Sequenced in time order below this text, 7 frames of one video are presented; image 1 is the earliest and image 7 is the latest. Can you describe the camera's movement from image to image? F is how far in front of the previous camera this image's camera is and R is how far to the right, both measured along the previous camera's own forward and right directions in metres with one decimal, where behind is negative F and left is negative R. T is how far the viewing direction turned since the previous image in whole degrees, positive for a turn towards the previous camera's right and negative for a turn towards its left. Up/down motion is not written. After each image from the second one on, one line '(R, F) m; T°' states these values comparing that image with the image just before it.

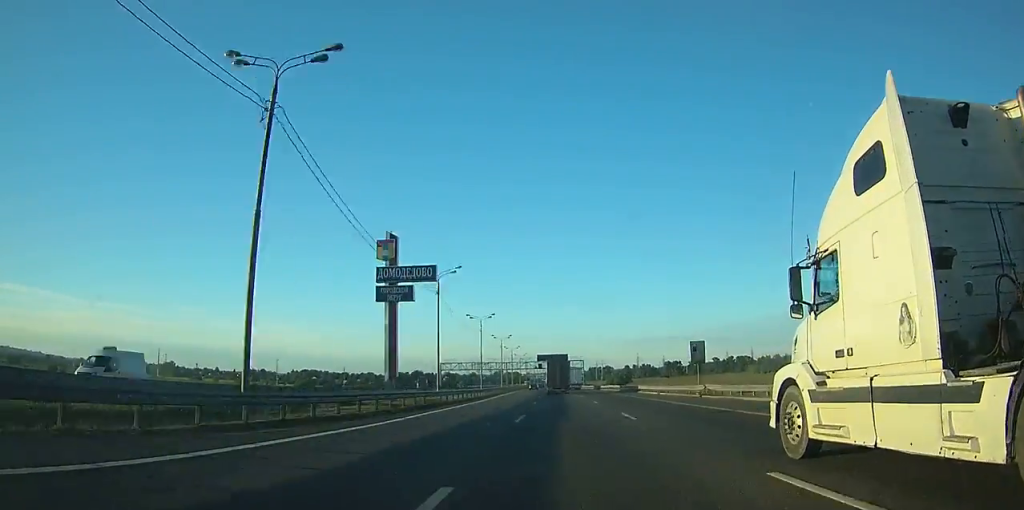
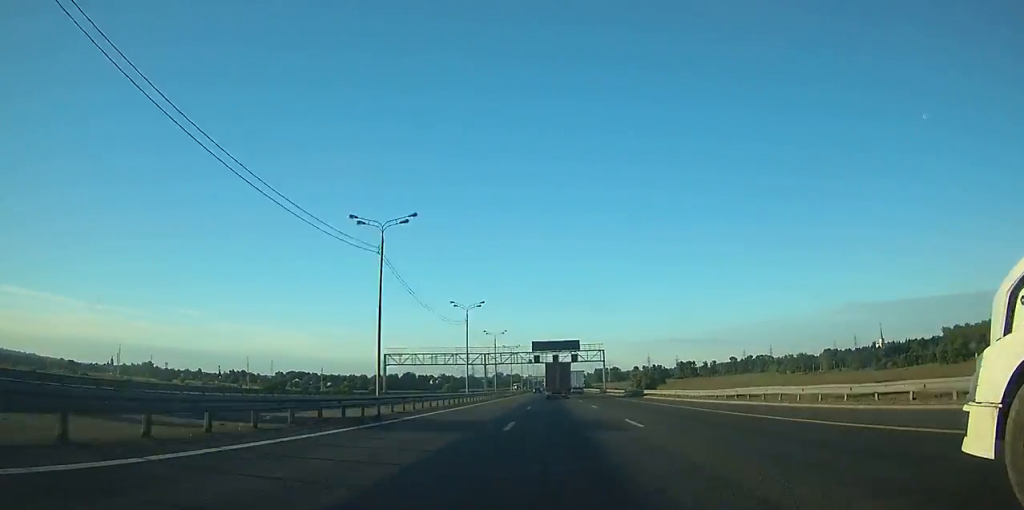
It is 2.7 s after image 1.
(+0.3, +67.1) m; 0°
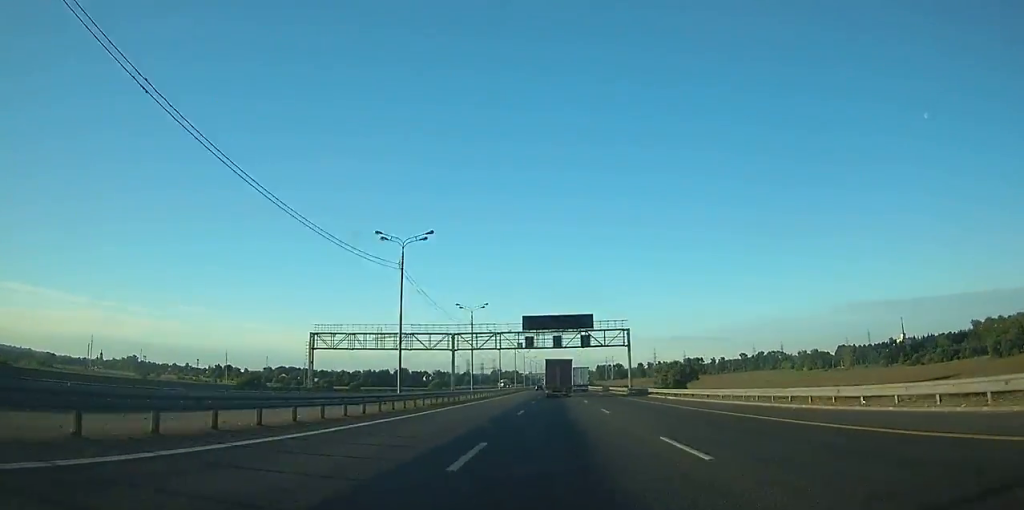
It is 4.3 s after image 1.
(0.0, +37.8) m; 0°
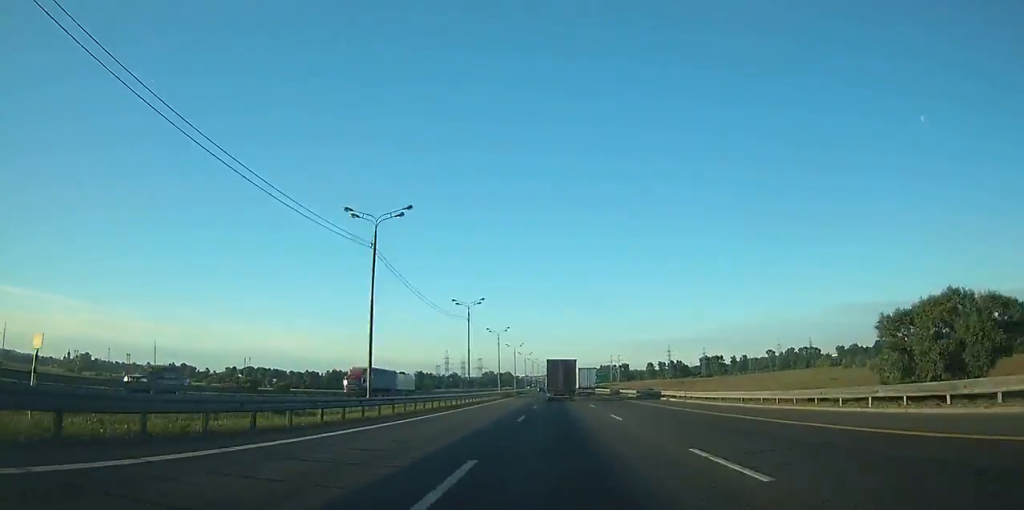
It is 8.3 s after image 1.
(0.0, +95.2) m; 0°
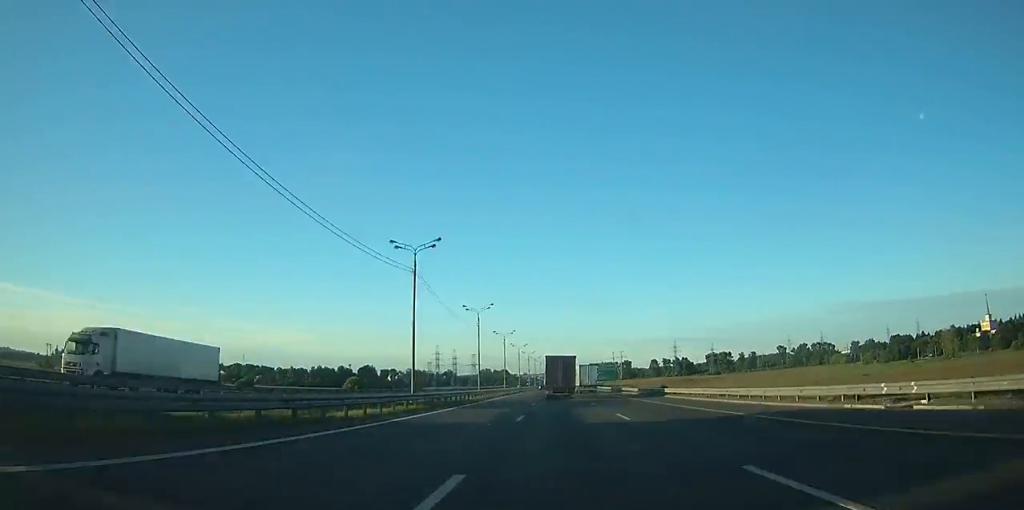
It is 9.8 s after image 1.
(0.0, +33.7) m; 0°
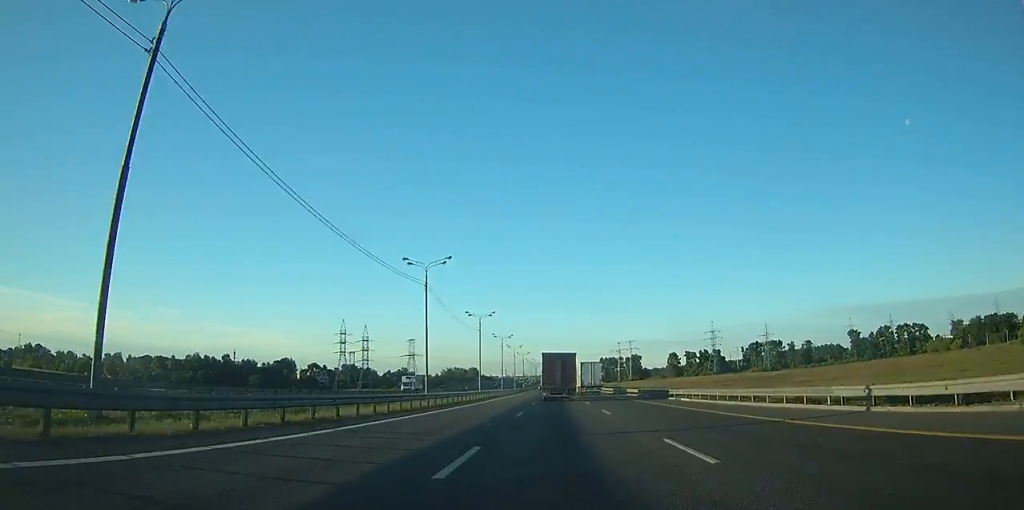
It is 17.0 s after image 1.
(+1.9, +164.8) m; +1°
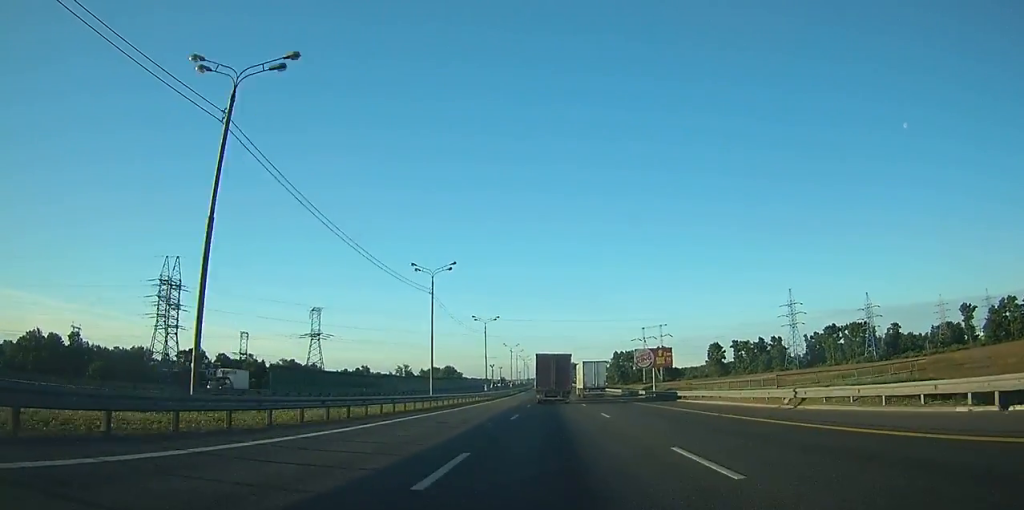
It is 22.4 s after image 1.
(+0.4, +128.3) m; 0°
